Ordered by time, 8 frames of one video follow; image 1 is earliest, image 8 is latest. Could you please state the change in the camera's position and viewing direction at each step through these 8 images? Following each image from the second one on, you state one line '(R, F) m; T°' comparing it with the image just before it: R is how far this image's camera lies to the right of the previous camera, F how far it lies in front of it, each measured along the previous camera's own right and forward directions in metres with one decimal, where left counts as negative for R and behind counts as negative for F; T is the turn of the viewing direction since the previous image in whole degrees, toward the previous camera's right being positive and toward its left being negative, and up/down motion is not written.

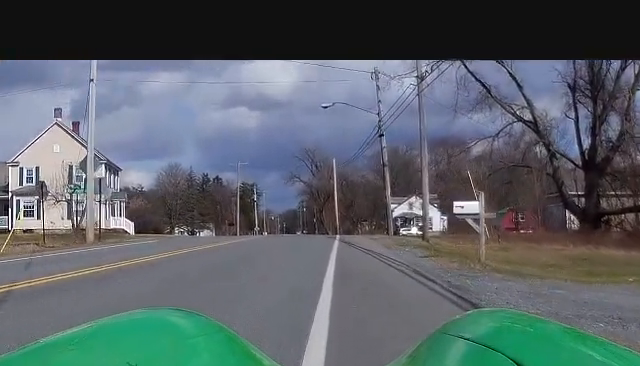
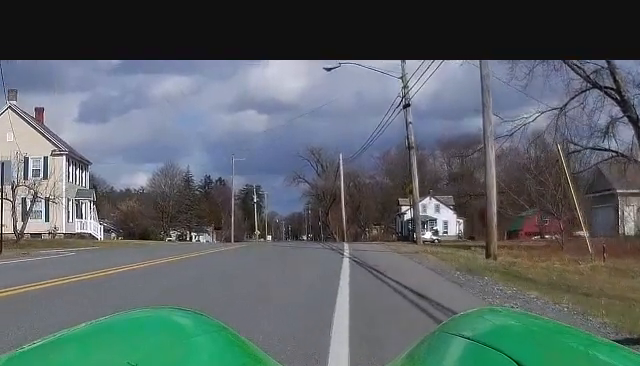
(-0.5, +11.5) m; -1°
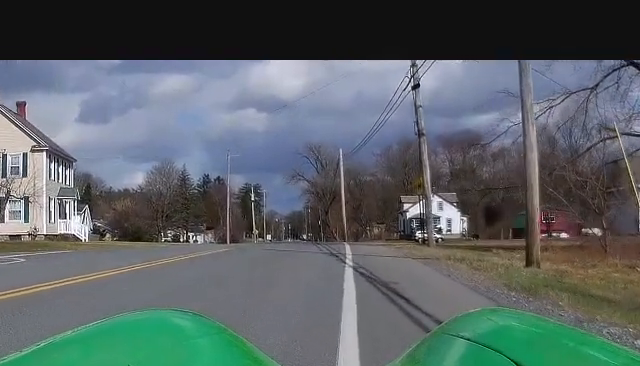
(+0.1, +3.7) m; +1°
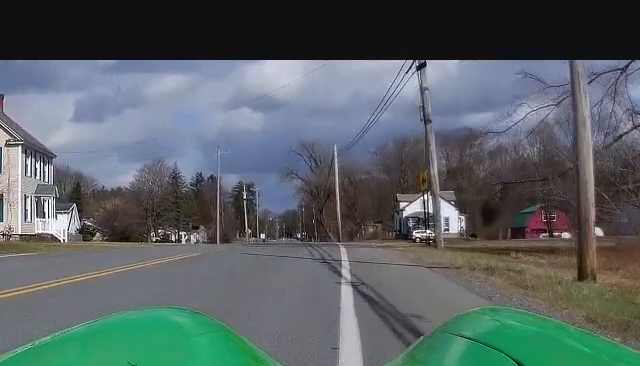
(0.0, +3.2) m; 0°
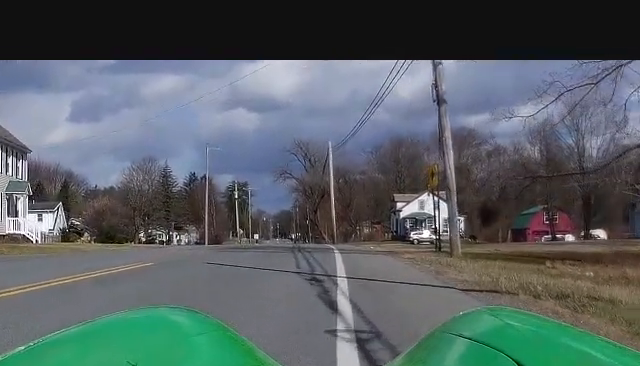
(0.0, +3.9) m; 0°
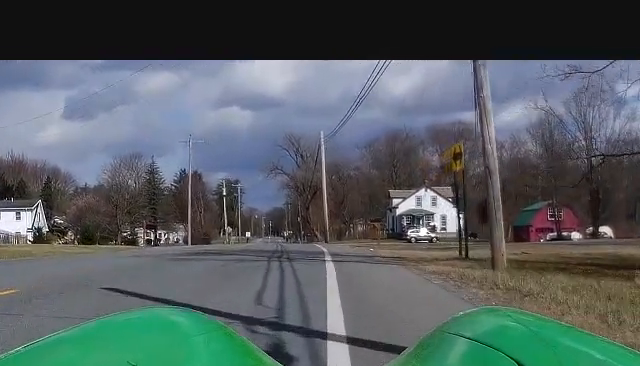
(0.0, +5.5) m; 0°
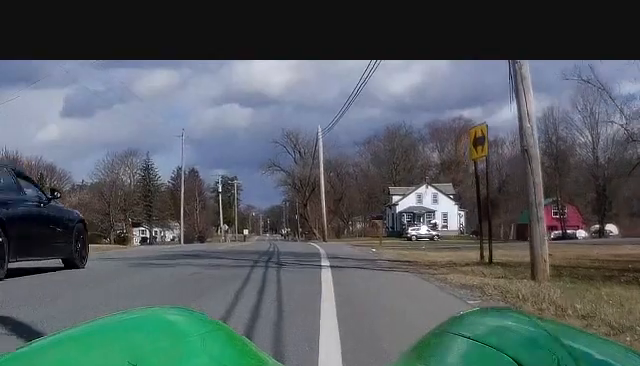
(0.0, +2.7) m; 0°
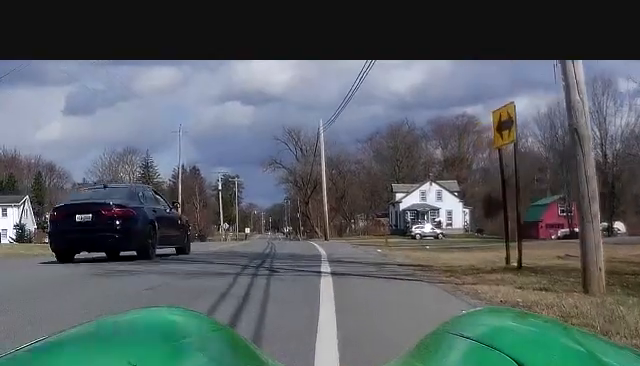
(0.0, +2.1) m; 0°
